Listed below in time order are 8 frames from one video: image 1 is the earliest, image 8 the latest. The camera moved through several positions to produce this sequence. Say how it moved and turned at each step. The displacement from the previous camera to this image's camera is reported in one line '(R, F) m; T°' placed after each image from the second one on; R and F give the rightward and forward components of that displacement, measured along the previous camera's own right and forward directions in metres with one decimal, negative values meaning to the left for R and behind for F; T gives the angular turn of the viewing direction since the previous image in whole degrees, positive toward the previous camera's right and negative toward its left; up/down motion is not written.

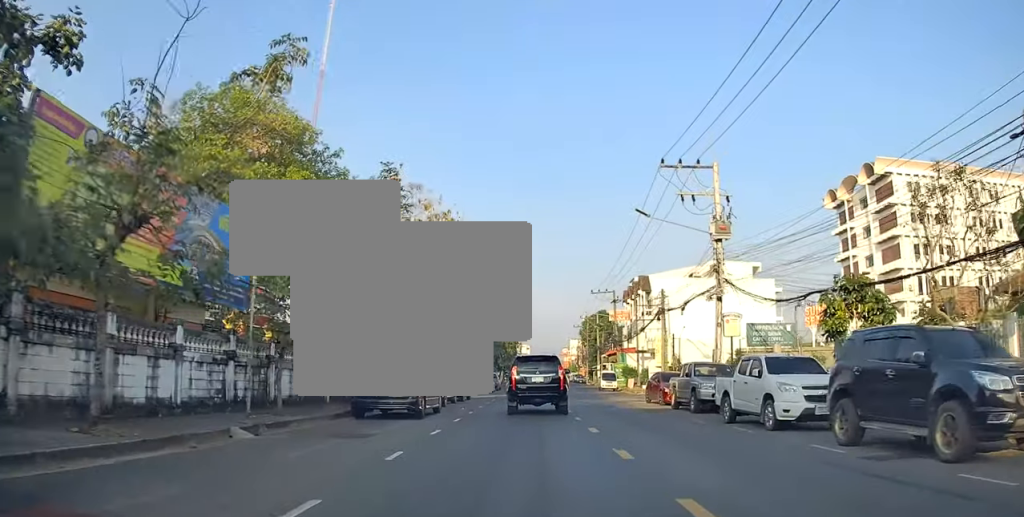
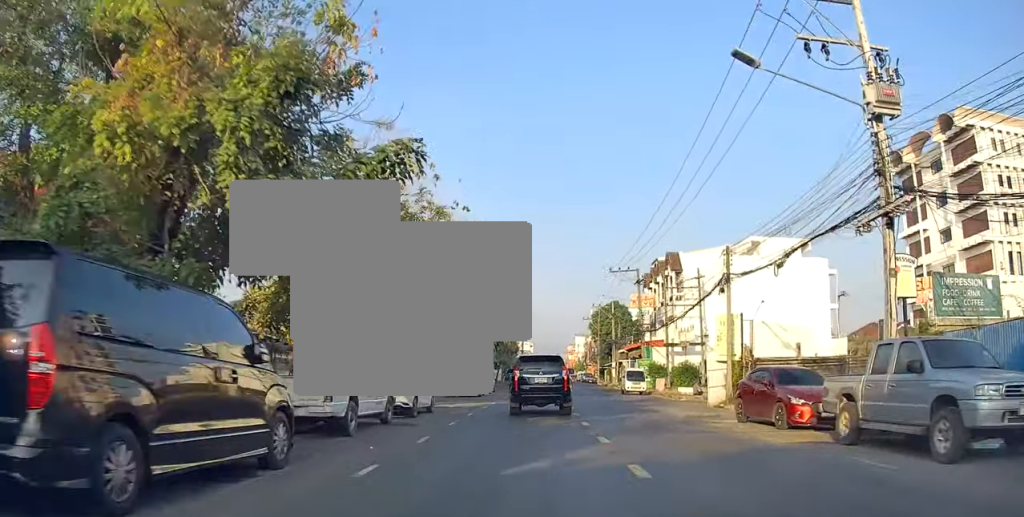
(+0.2, +12.7) m; +1°
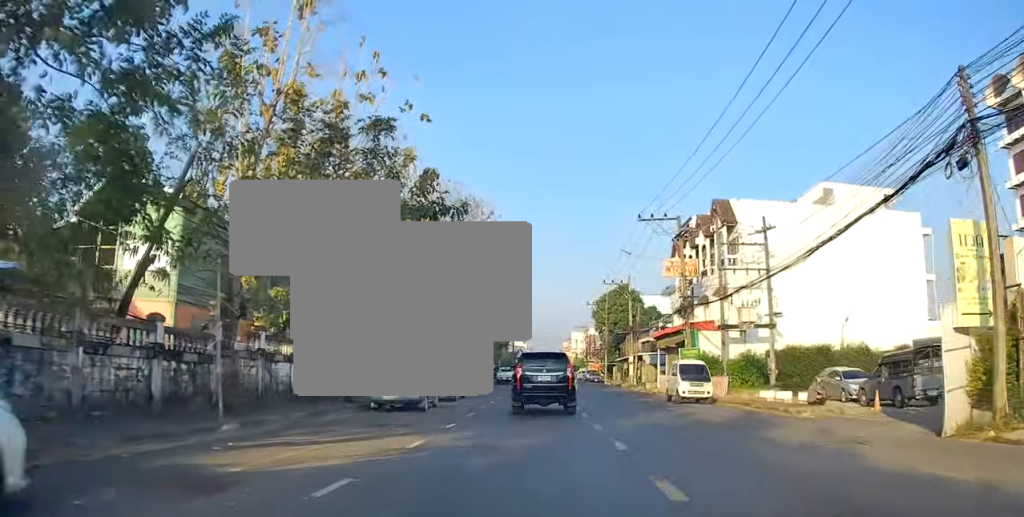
(0.0, +17.3) m; +2°
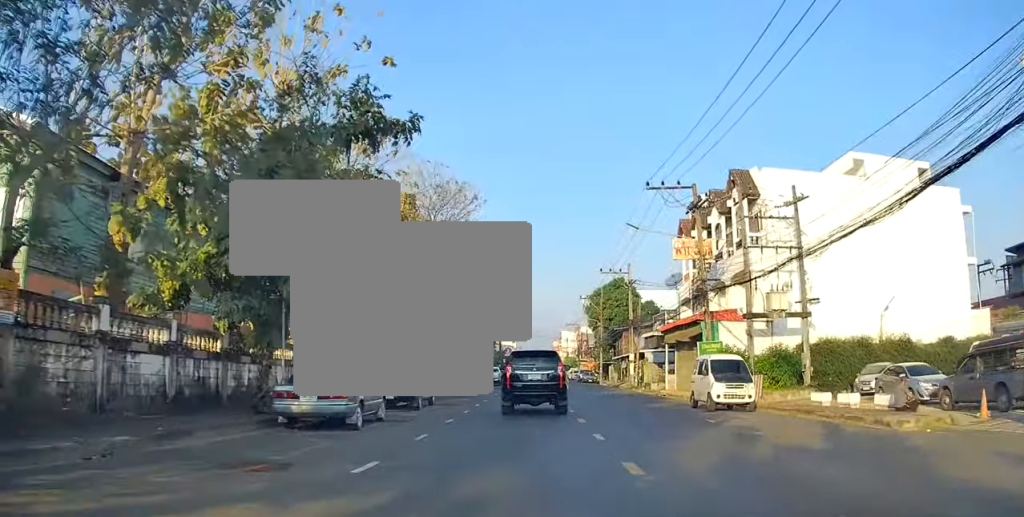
(0.0, +6.7) m; +4°
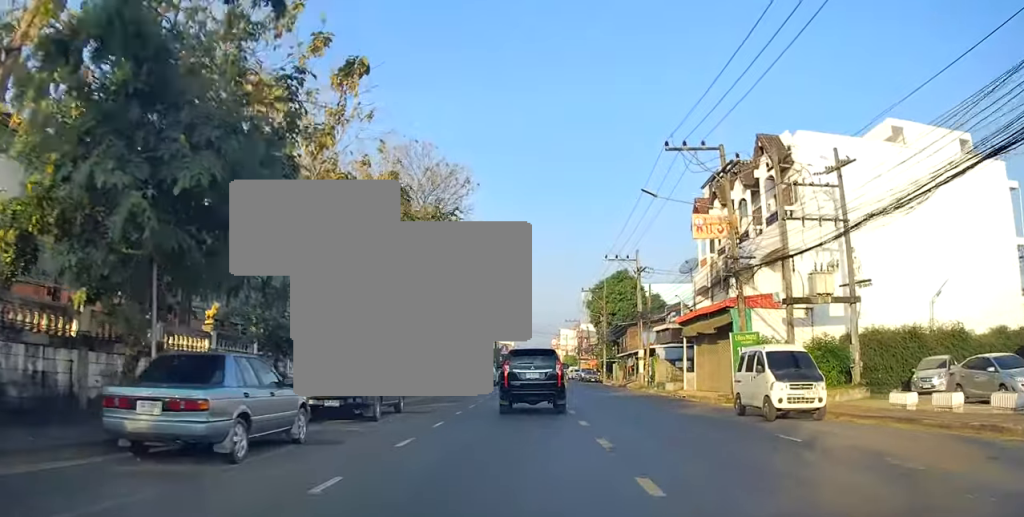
(+0.3, +5.4) m; 0°
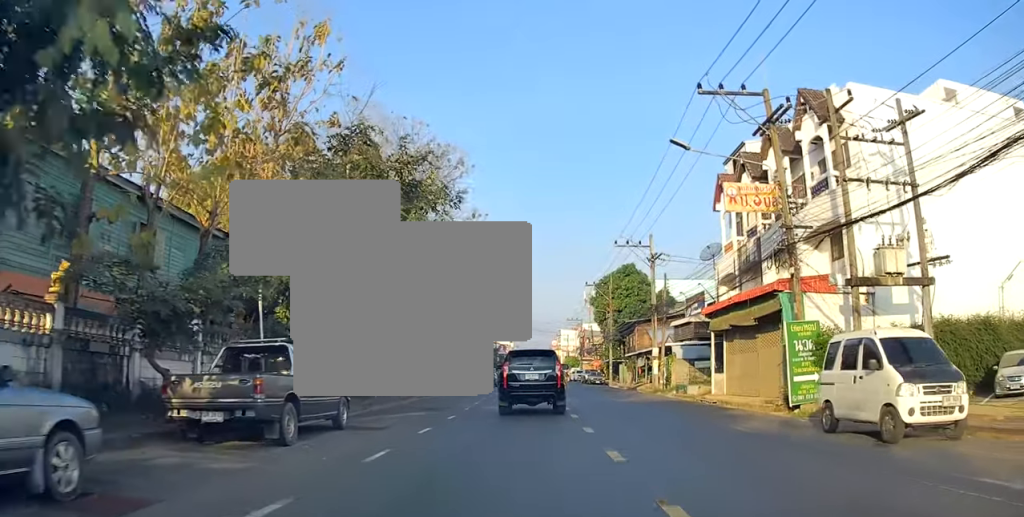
(+0.2, +6.0) m; 0°
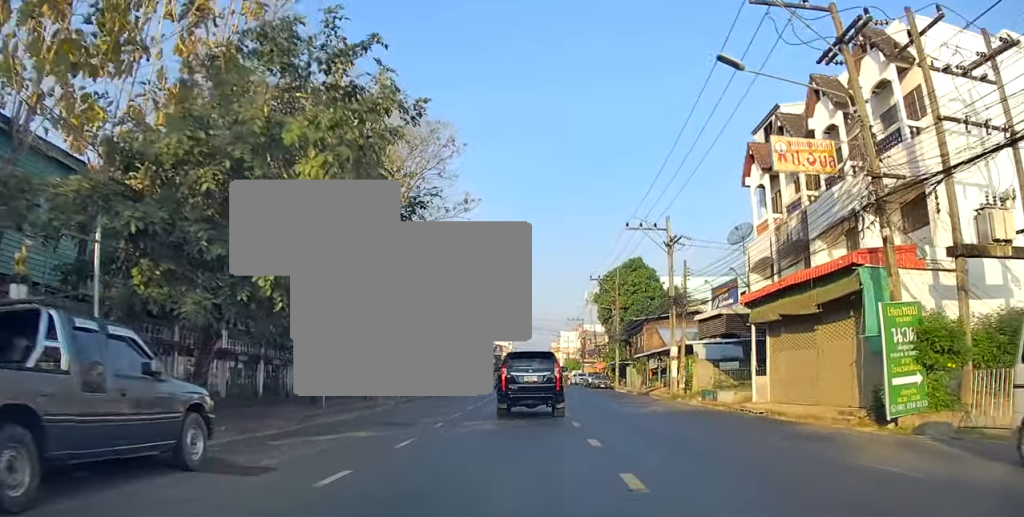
(-0.4, +6.2) m; -1°
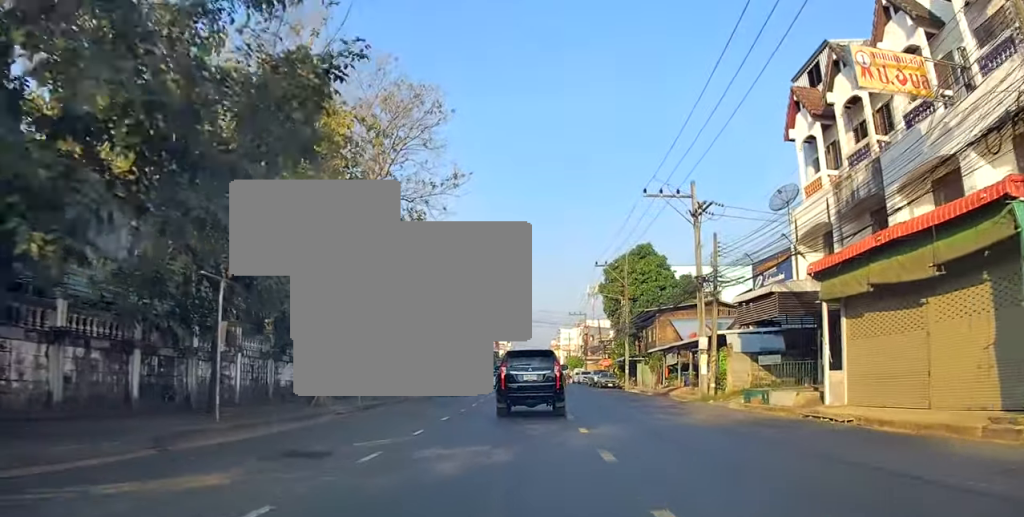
(0.0, +6.5) m; +1°
